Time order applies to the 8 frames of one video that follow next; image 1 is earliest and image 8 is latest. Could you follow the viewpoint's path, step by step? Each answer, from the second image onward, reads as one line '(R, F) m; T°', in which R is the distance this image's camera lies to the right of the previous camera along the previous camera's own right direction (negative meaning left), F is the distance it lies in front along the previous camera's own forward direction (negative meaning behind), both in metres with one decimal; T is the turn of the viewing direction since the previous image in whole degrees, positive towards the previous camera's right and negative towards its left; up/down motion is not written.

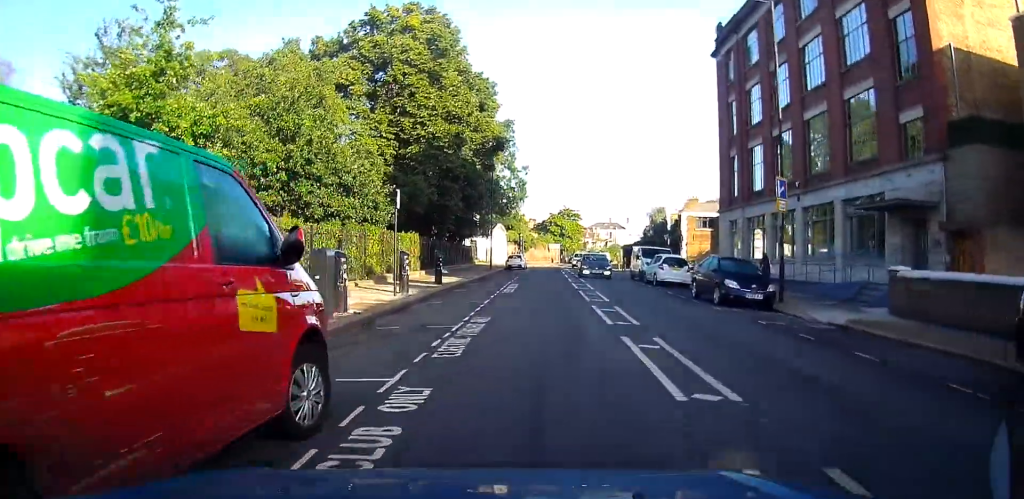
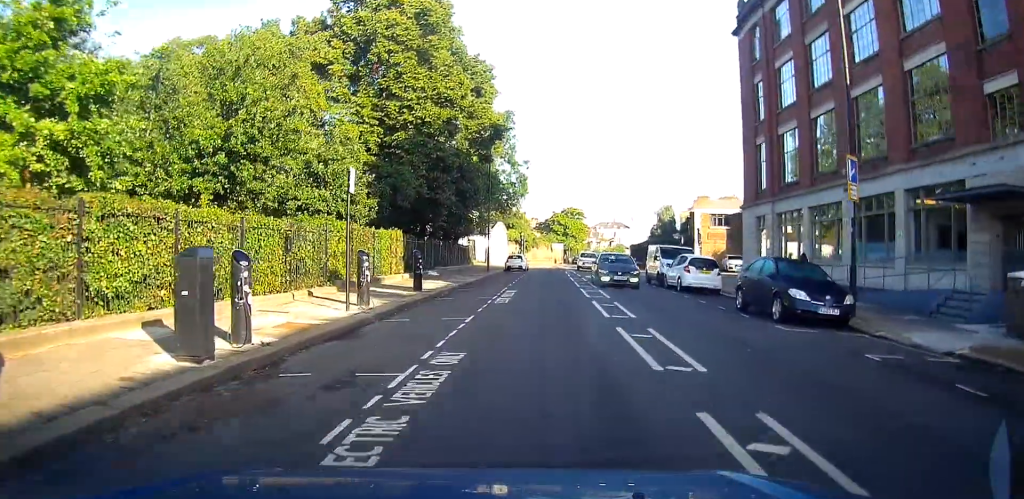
(0.0, +4.6) m; 0°
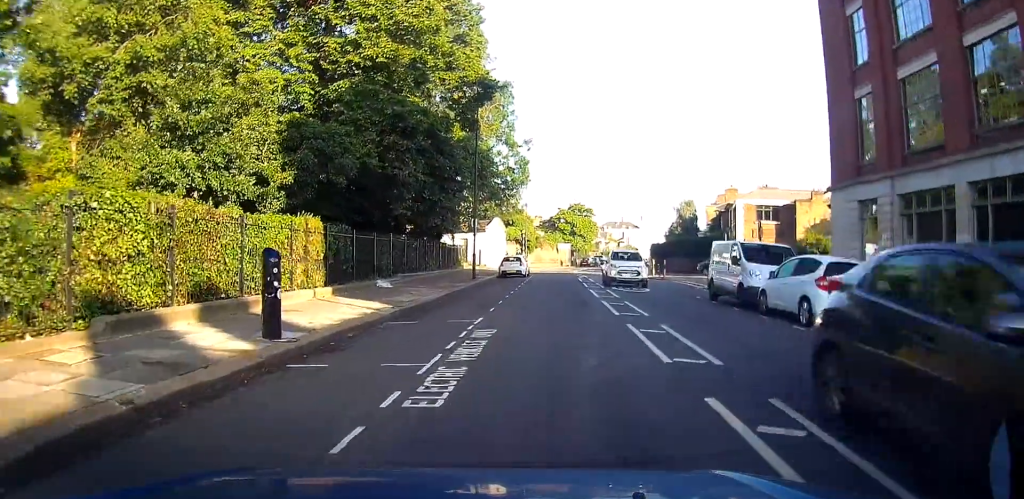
(0.0, +11.4) m; 0°
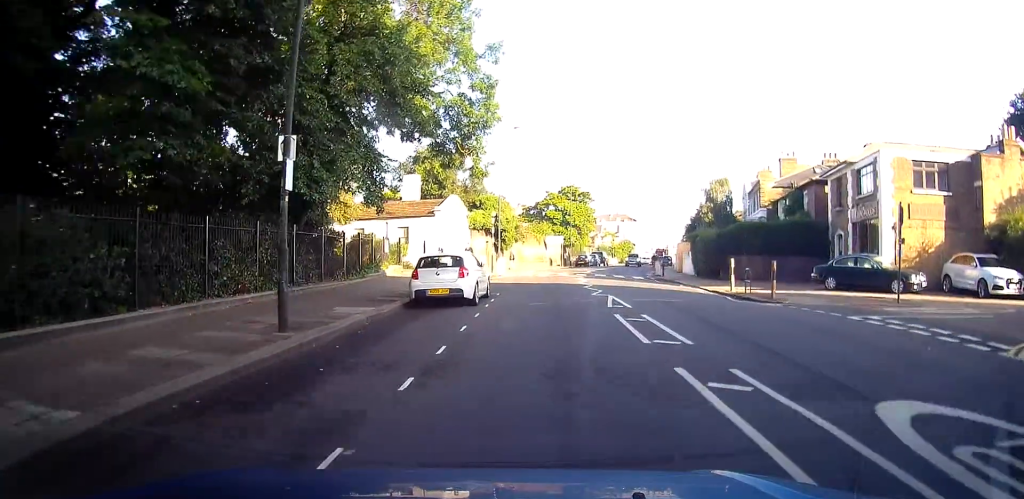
(0.0, +22.3) m; +1°
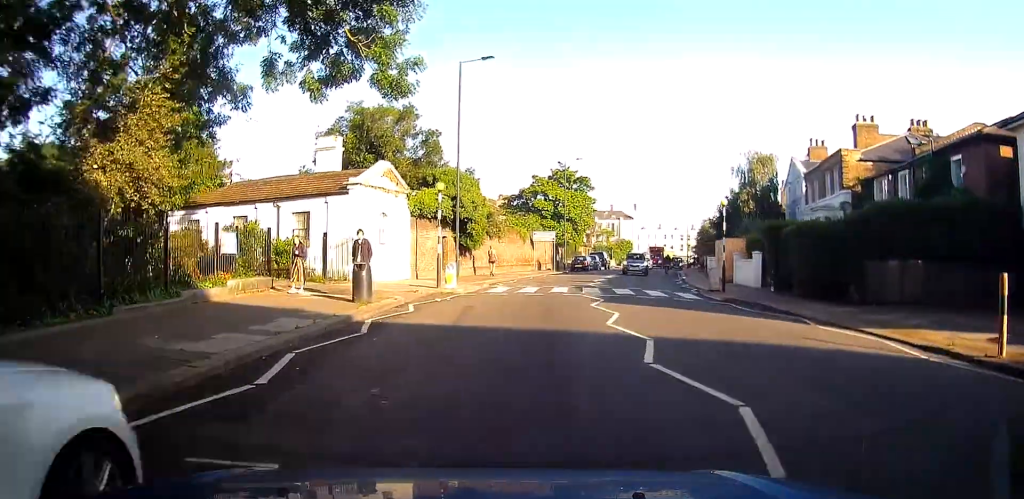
(+0.4, +16.0) m; +3°
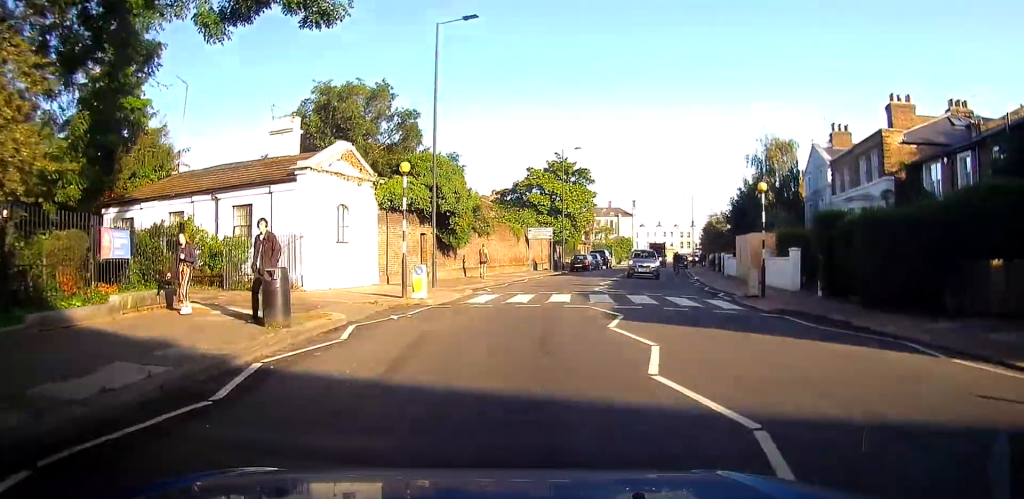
(0.0, +5.0) m; +1°
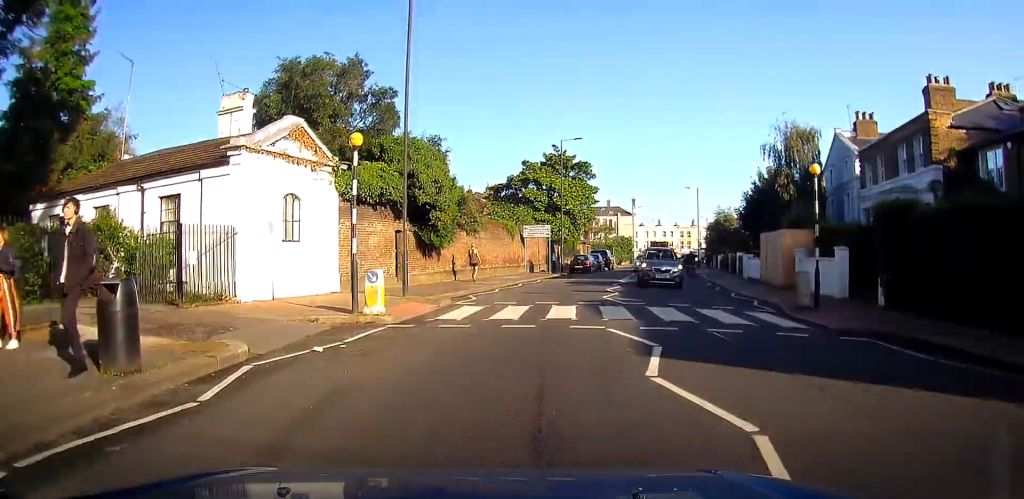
(+0.1, +4.3) m; 0°
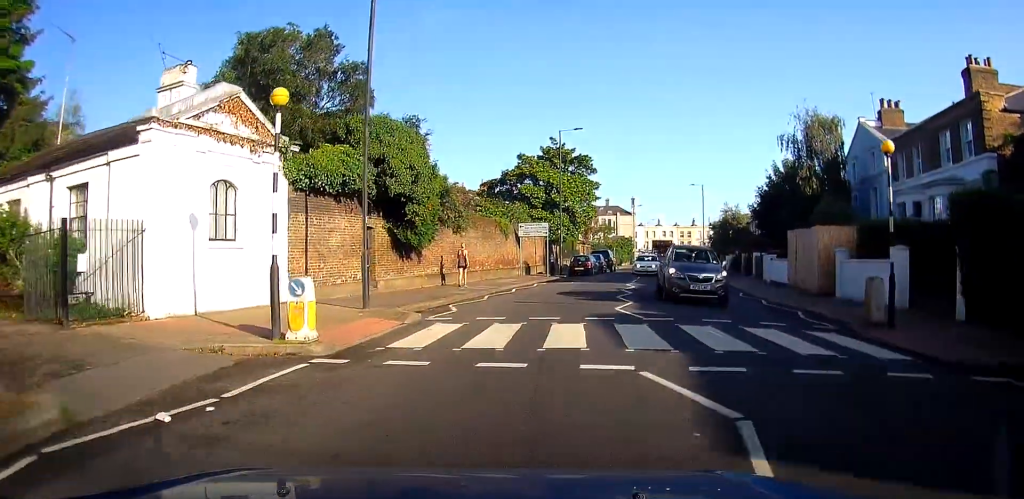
(0.0, +3.8) m; 0°
